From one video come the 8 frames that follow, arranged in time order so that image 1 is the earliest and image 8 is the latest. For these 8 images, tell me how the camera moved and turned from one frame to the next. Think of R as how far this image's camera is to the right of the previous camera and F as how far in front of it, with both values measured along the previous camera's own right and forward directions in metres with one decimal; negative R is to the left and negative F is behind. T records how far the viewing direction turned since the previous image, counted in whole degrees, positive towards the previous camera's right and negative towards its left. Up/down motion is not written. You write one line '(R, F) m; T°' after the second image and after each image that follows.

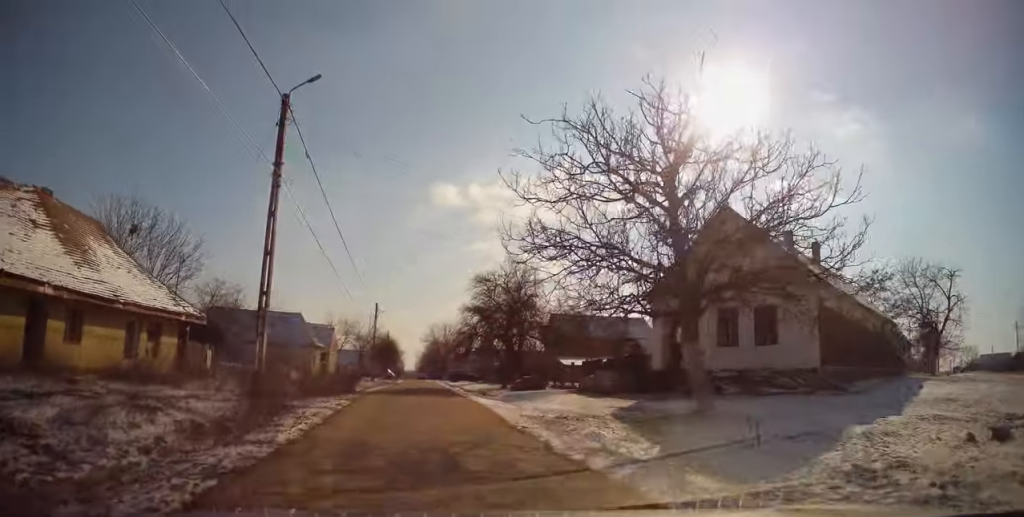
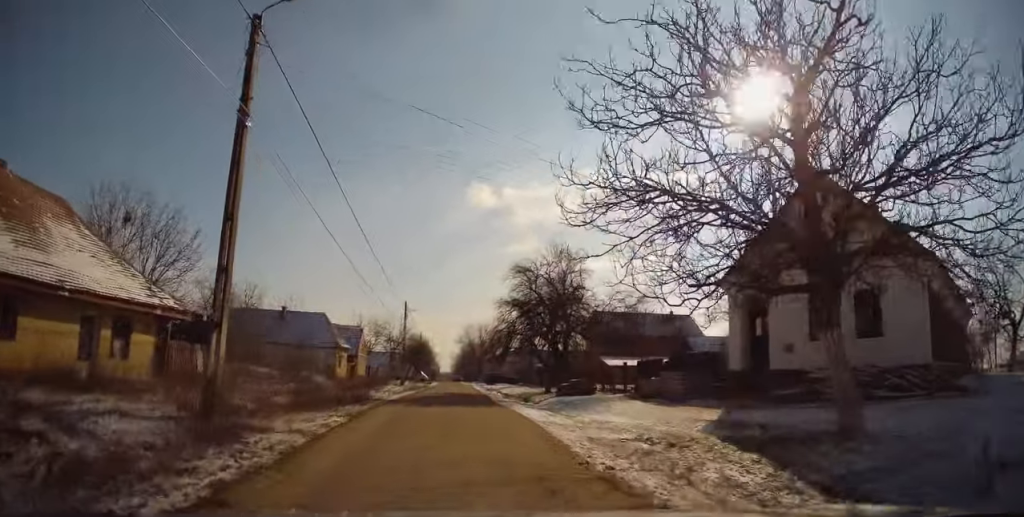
(-0.2, +4.6) m; -2°
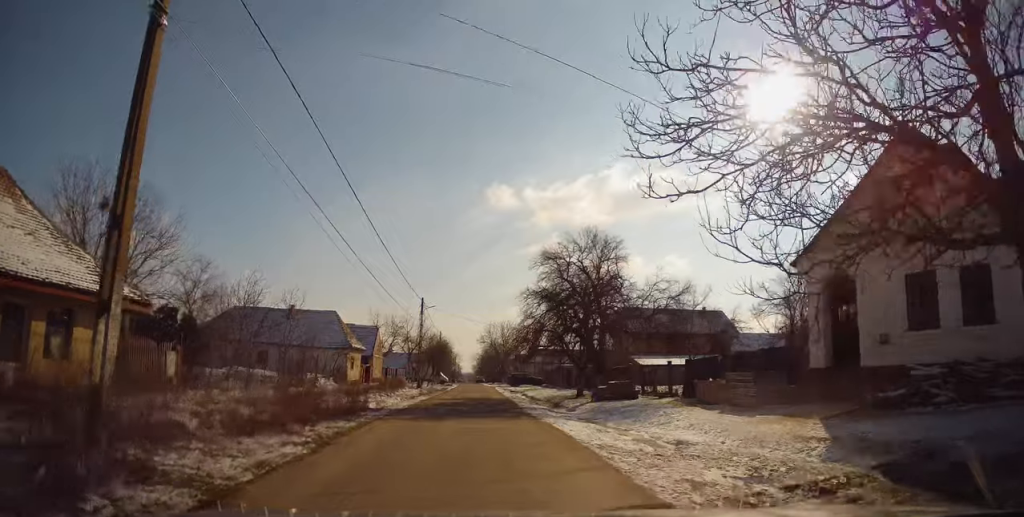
(0.0, +4.1) m; -1°
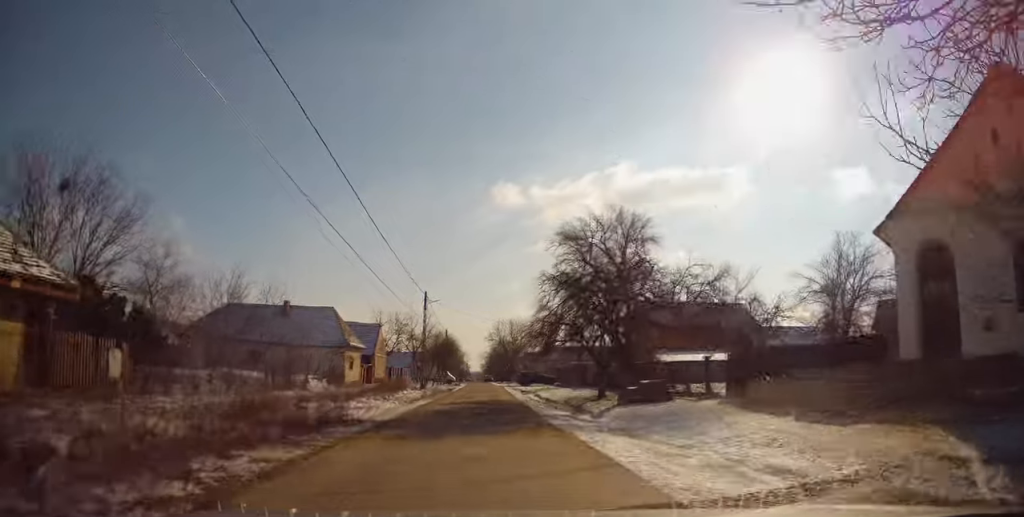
(0.0, +3.6) m; -1°
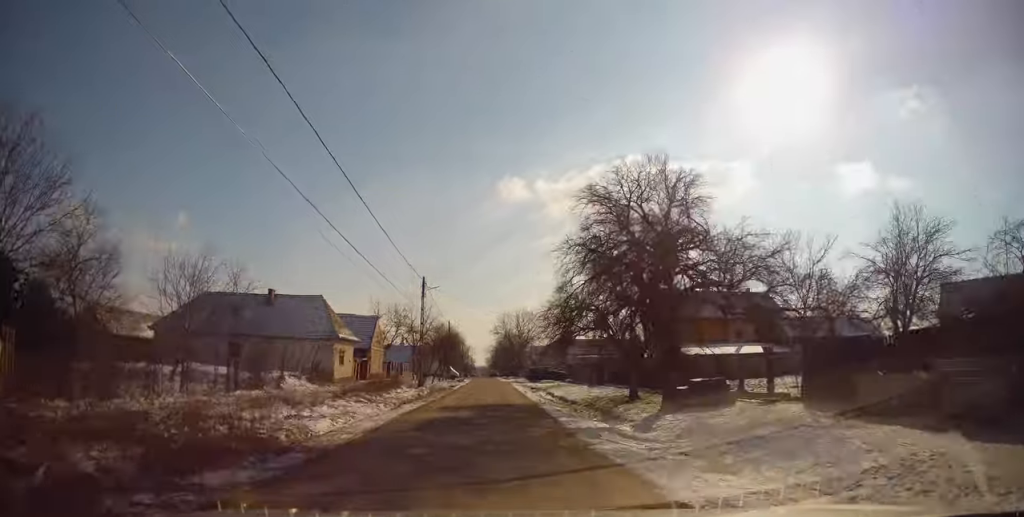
(-0.1, +4.7) m; -1°
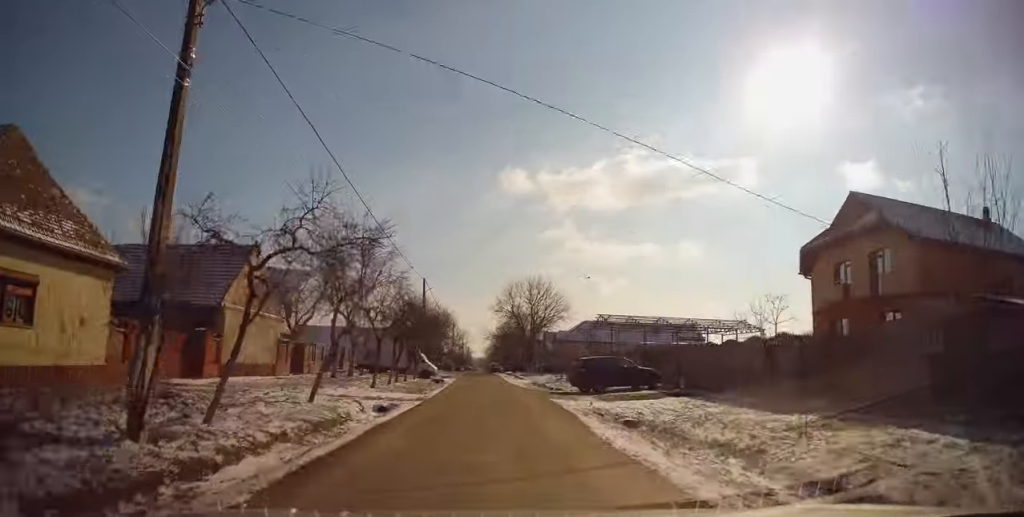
(-0.9, +31.2) m; -1°
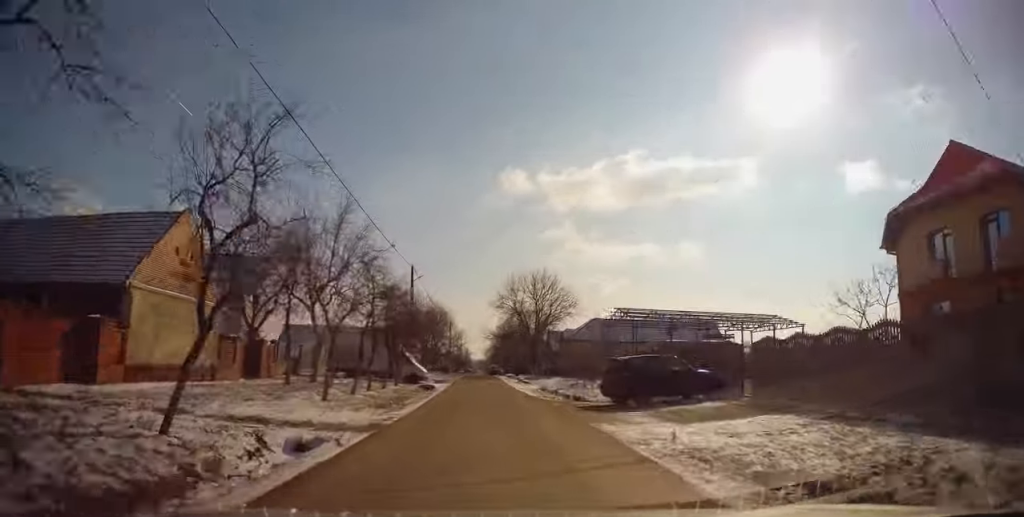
(-0.1, +7.1) m; 0°
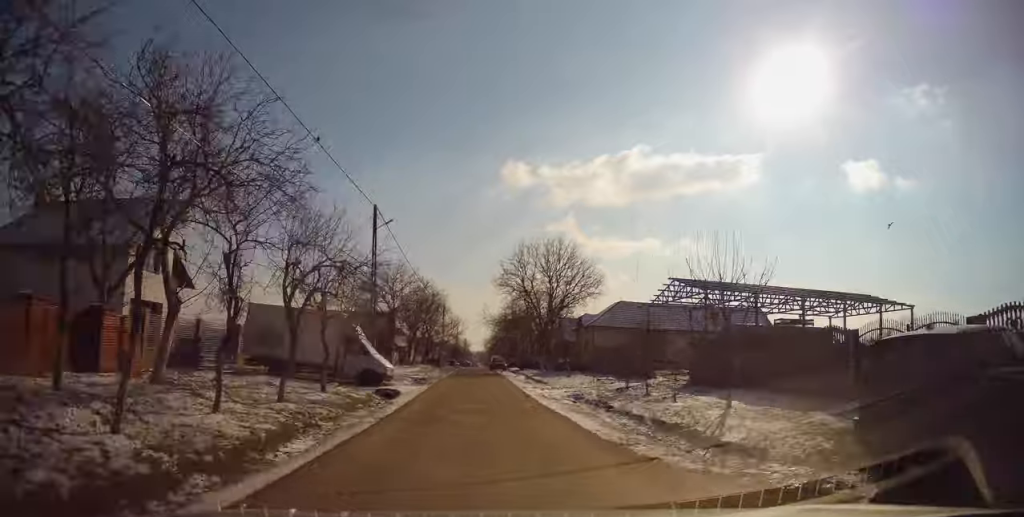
(-0.1, +13.3) m; 0°
